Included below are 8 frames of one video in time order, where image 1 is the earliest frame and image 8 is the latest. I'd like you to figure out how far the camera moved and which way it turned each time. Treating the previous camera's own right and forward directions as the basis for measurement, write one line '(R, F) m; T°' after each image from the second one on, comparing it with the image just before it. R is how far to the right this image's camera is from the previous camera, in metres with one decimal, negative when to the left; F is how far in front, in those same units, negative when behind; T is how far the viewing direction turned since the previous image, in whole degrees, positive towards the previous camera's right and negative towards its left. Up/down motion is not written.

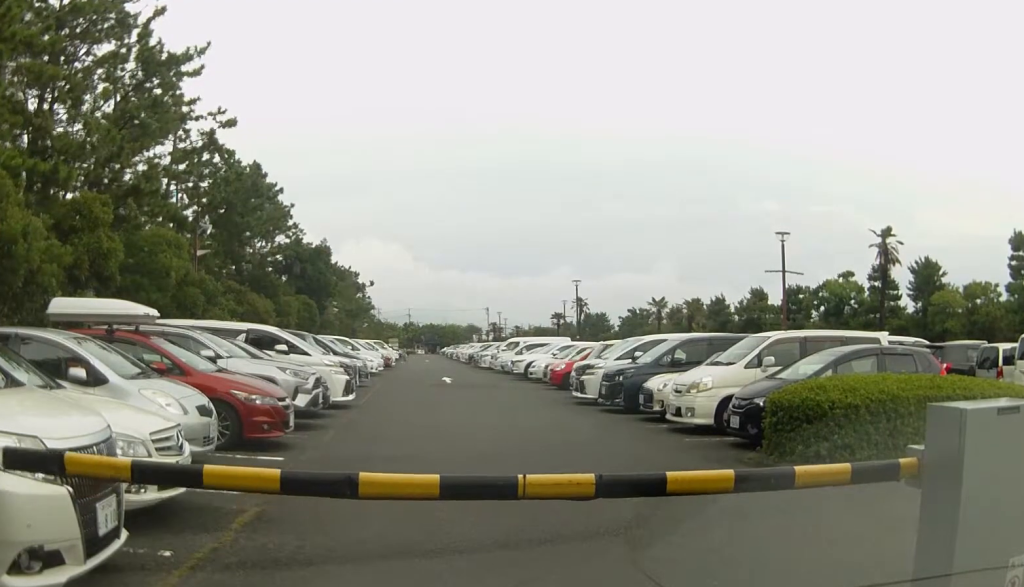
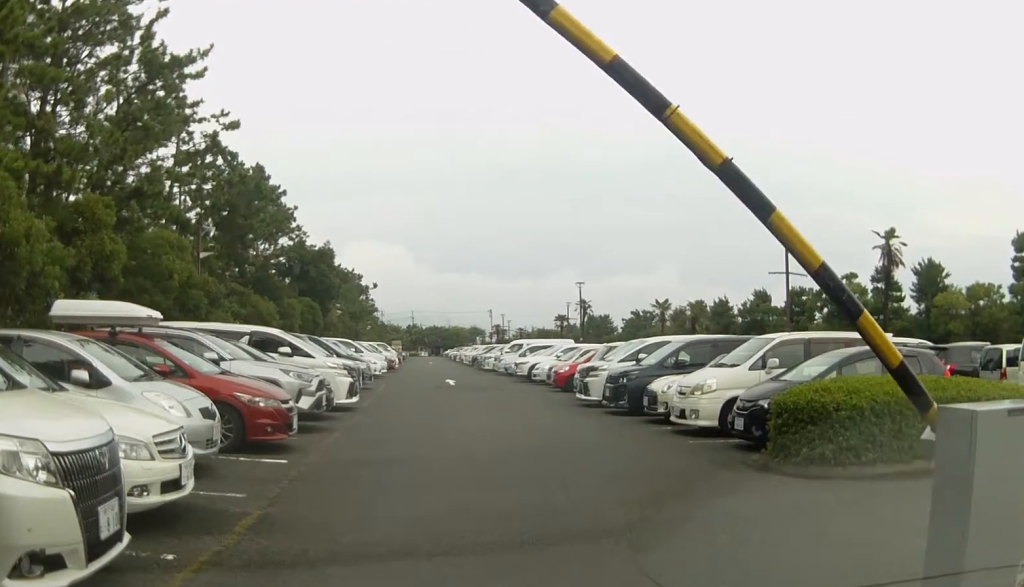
(0.0, +0.1) m; 0°
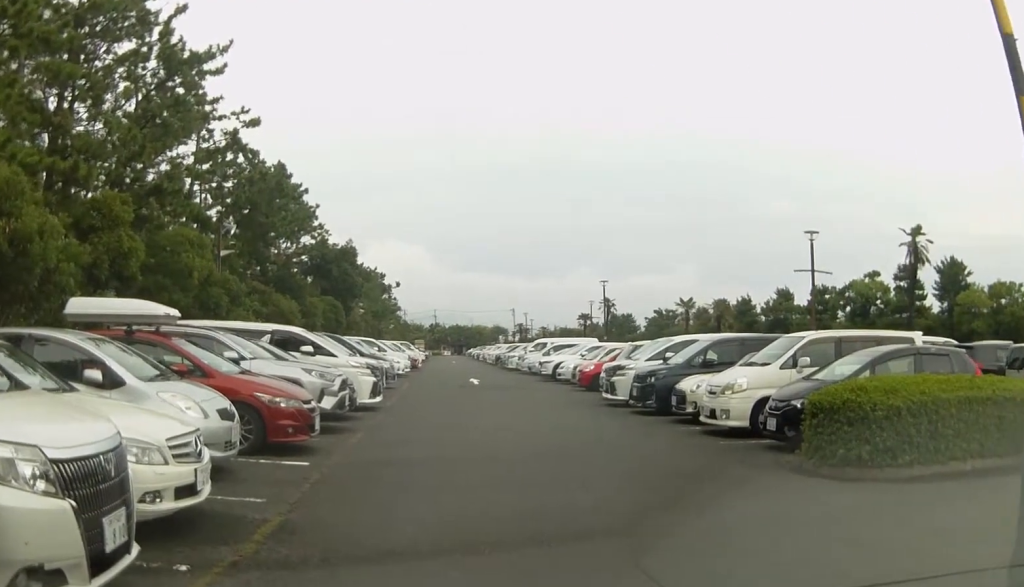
(0.0, +0.2) m; 0°
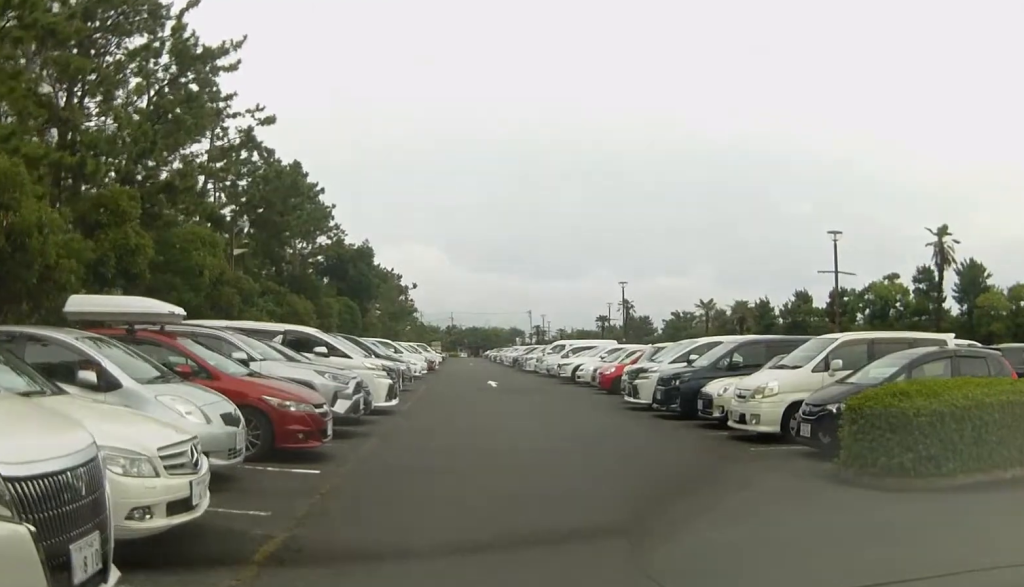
(0.0, +0.3) m; 0°
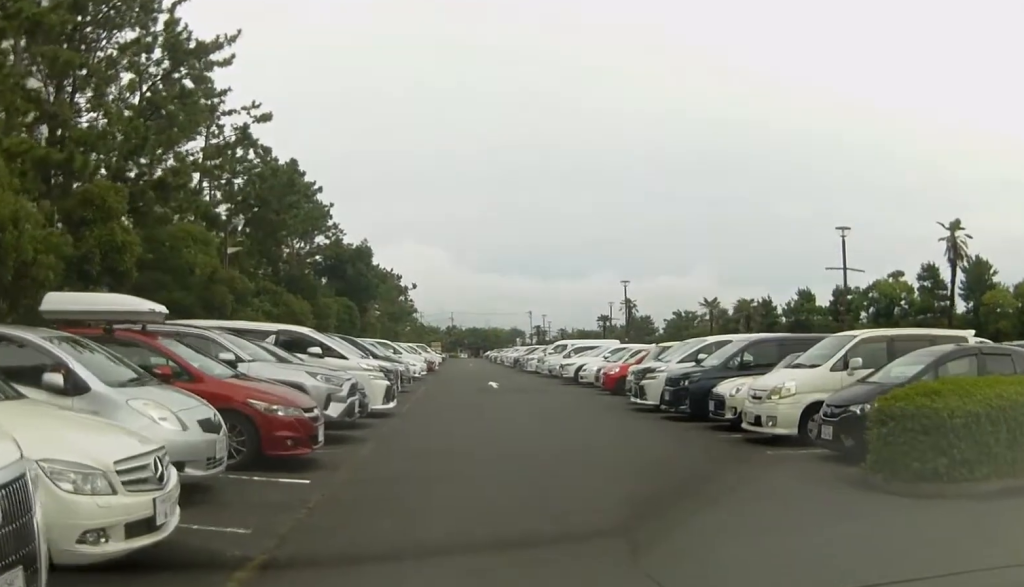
(0.0, +0.4) m; 0°
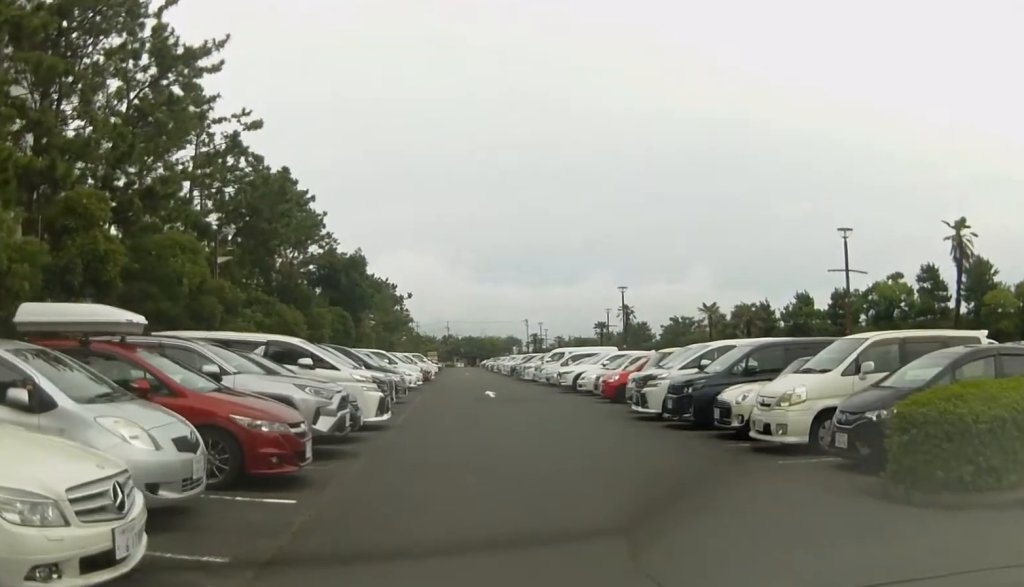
(-0.2, +0.3) m; 0°
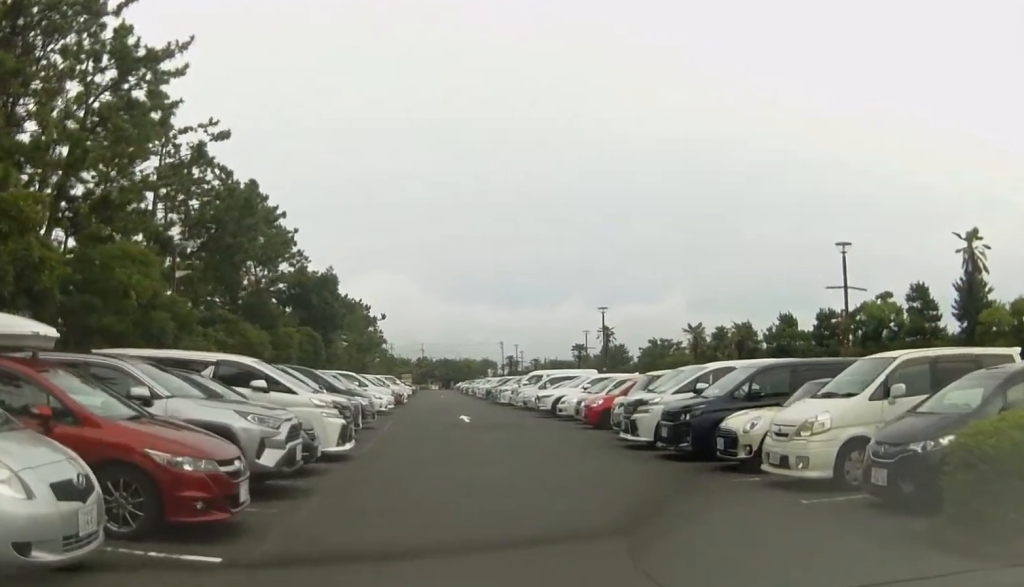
(-0.5, +1.4) m; +6°
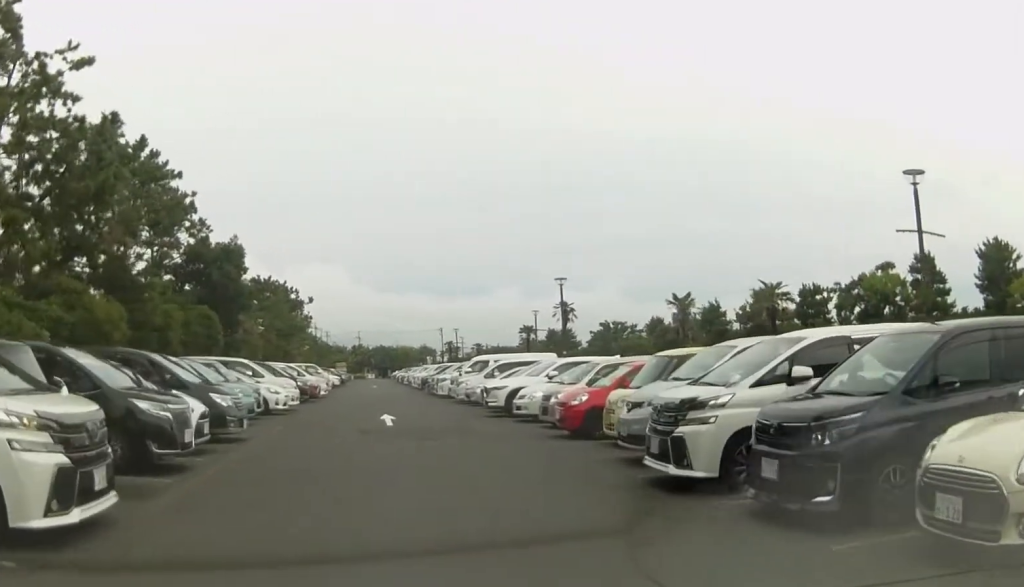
(+0.4, +7.3) m; -7°
